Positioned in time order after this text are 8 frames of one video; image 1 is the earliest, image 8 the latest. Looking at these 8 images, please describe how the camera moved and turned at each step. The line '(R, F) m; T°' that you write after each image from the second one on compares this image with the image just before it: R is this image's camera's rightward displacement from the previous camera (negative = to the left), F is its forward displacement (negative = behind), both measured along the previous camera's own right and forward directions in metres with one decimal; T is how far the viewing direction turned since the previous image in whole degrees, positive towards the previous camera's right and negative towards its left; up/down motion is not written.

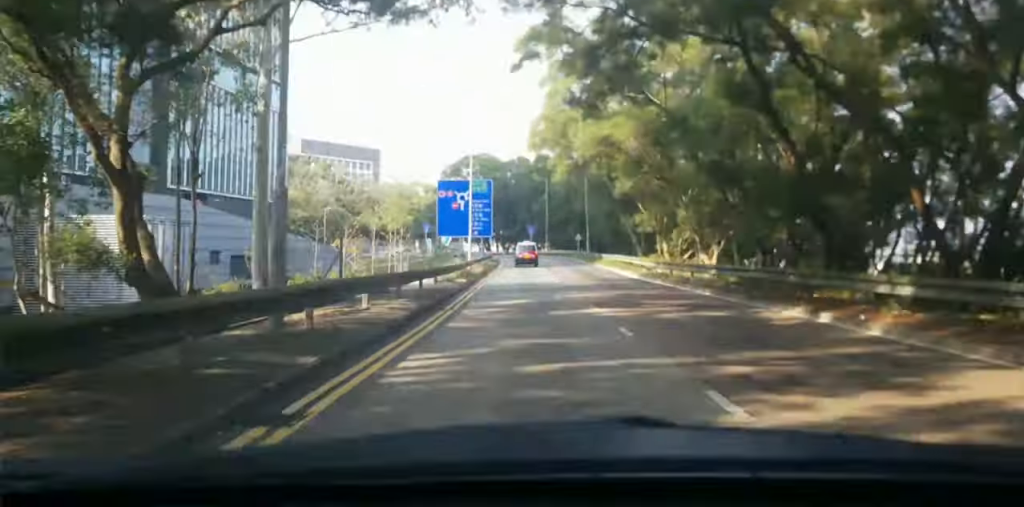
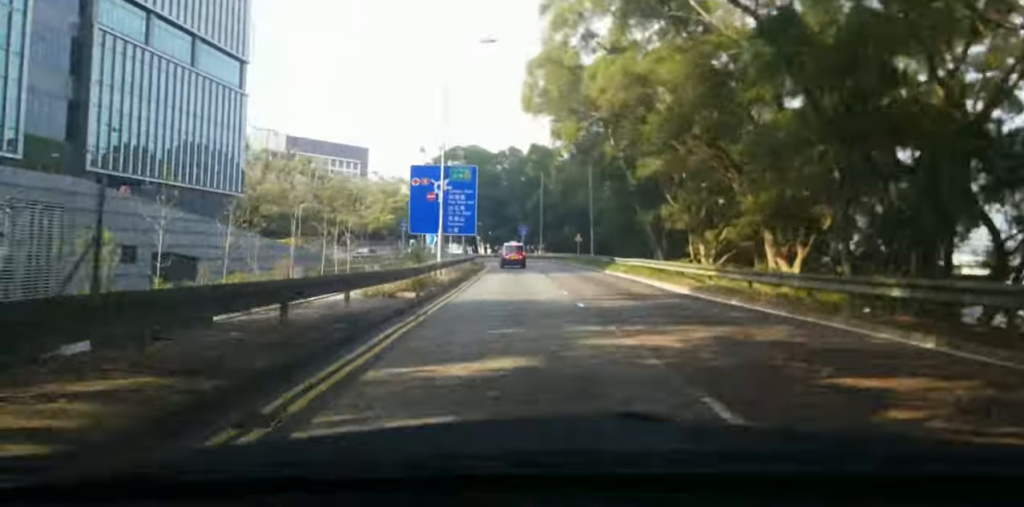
(+0.1, +12.4) m; +1°
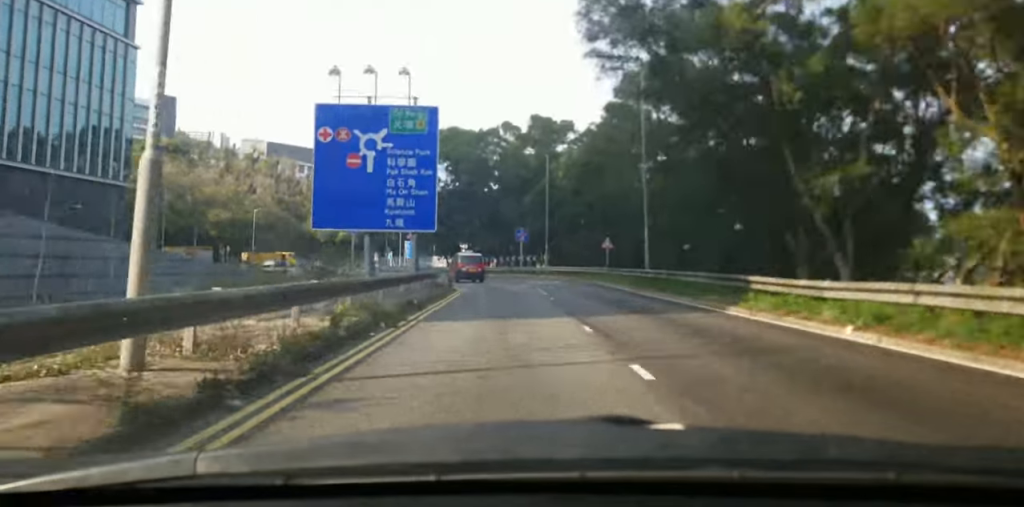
(+0.5, +25.2) m; 0°
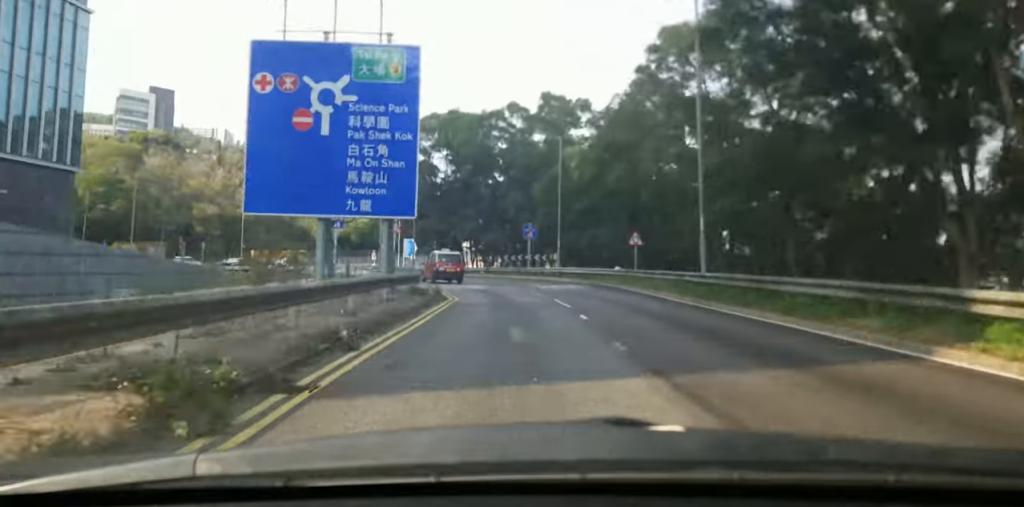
(-0.2, +7.7) m; -1°
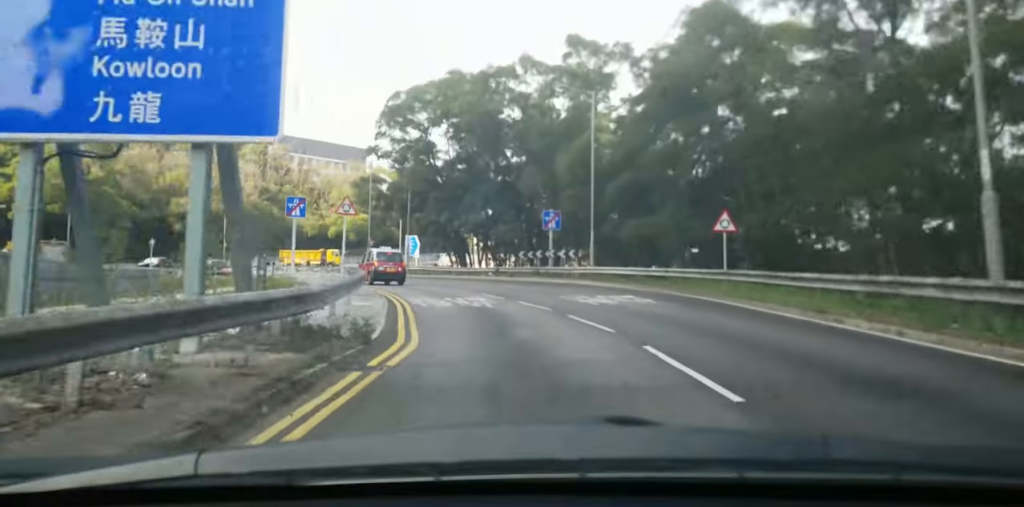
(-0.4, +14.1) m; -3°
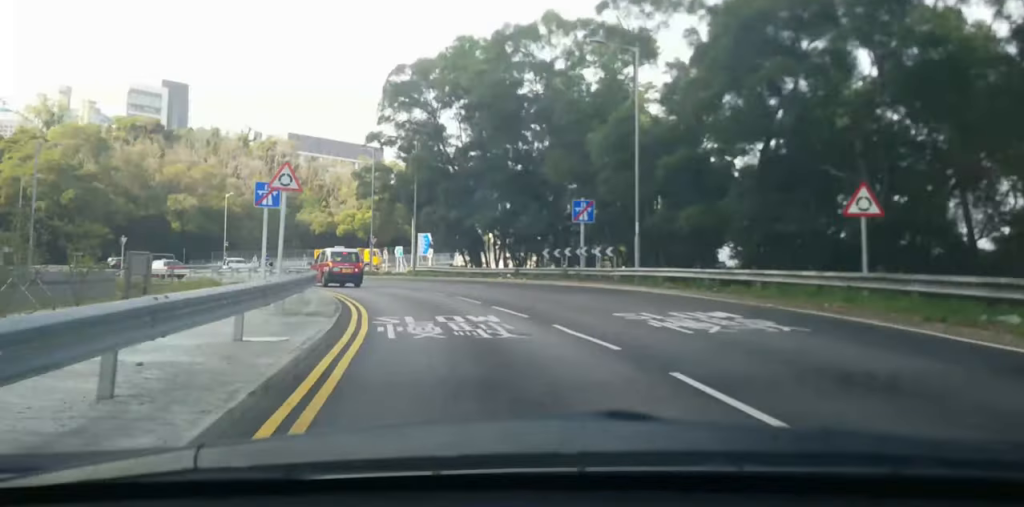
(+0.2, +8.5) m; -2°
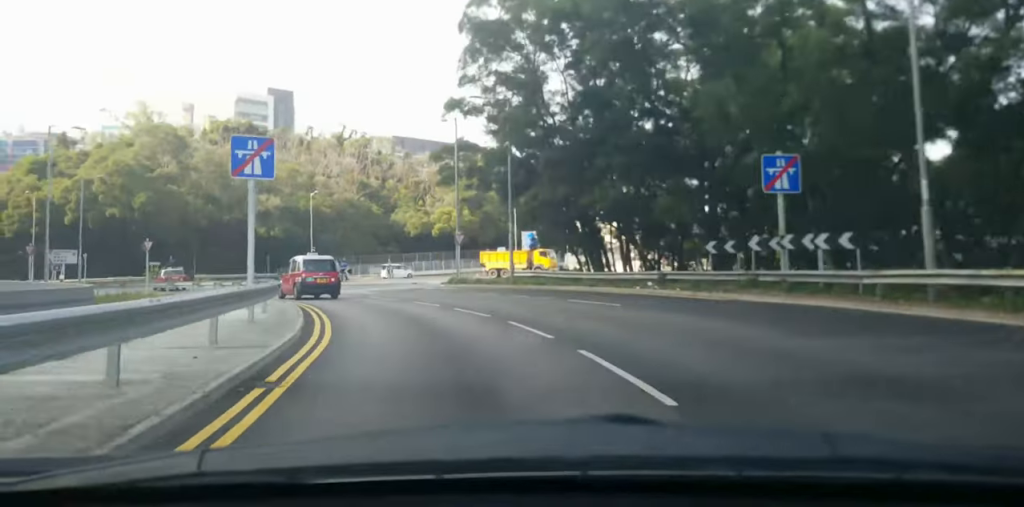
(-0.8, +14.6) m; -2°
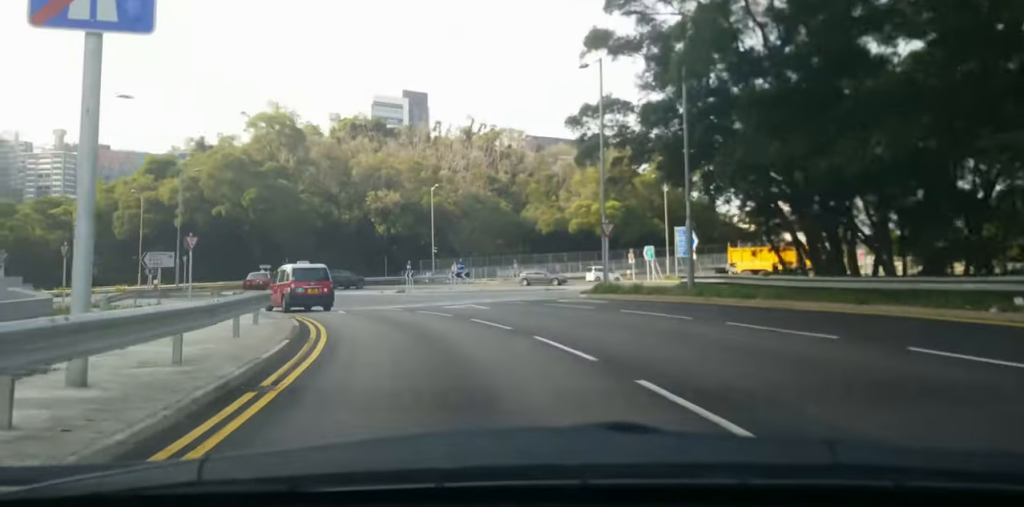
(+0.1, +12.5) m; -5°
